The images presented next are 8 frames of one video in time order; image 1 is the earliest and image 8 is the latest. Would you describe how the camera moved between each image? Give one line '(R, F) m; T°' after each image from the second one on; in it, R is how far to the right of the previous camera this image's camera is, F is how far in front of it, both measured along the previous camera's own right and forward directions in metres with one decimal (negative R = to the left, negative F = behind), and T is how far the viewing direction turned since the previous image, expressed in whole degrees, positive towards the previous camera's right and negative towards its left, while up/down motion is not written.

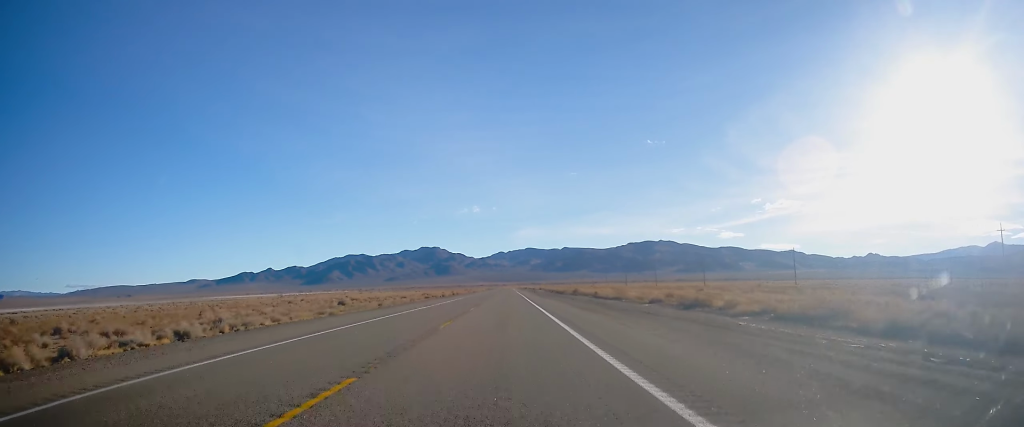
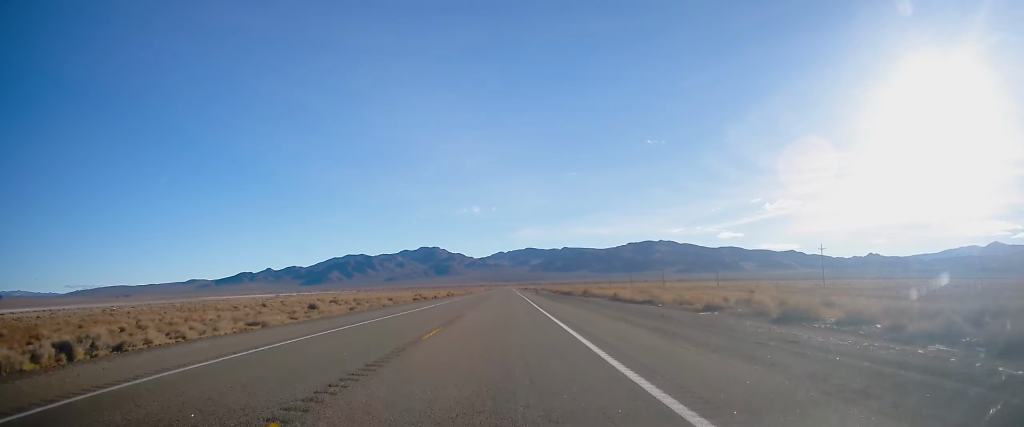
(-0.2, +15.1) m; 0°
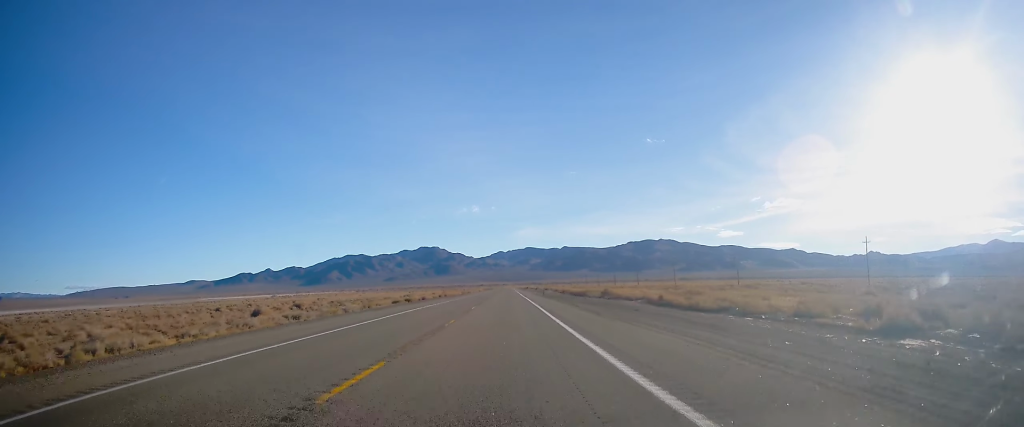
(-0.1, +19.8) m; 0°
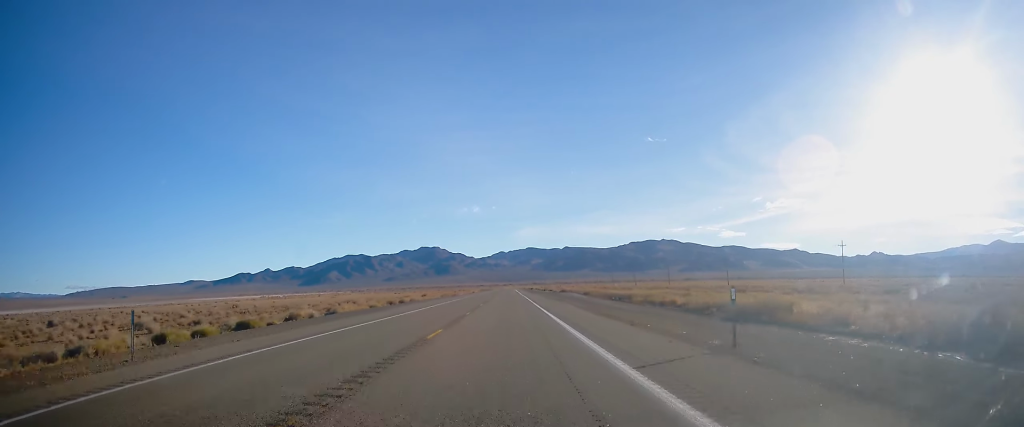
(+0.7, +65.0) m; +1°
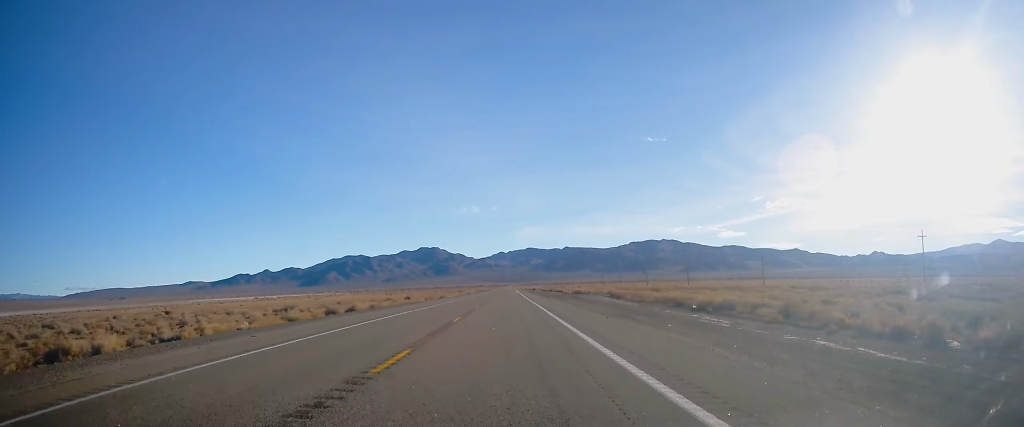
(0.0, +30.2) m; -1°
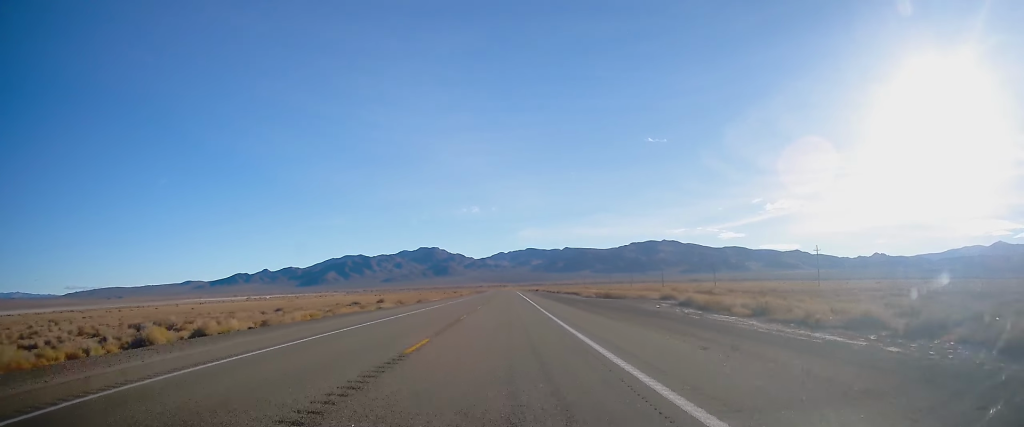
(-0.4, +33.7) m; -1°
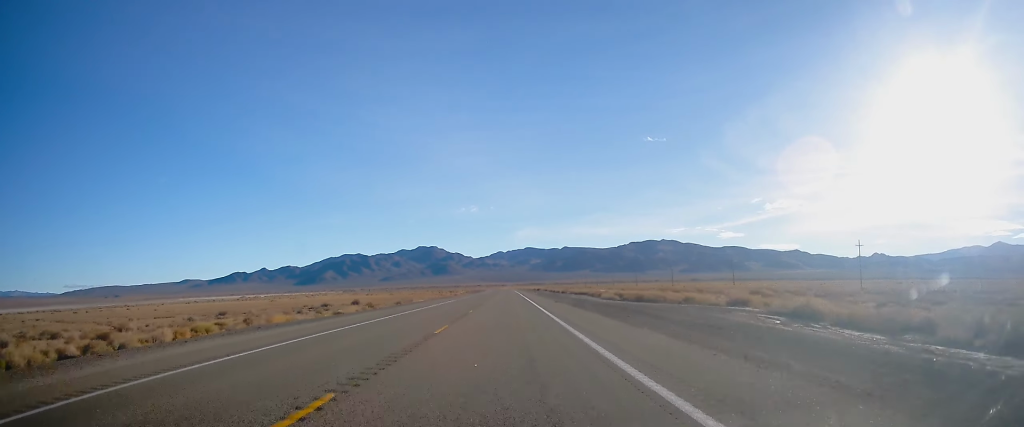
(0.0, +19.8) m; 0°
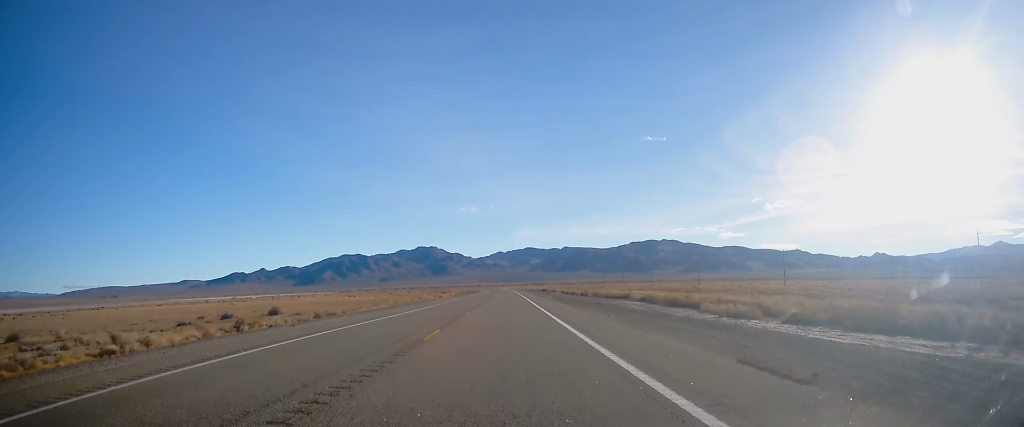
(+0.2, +38.8) m; 0°
